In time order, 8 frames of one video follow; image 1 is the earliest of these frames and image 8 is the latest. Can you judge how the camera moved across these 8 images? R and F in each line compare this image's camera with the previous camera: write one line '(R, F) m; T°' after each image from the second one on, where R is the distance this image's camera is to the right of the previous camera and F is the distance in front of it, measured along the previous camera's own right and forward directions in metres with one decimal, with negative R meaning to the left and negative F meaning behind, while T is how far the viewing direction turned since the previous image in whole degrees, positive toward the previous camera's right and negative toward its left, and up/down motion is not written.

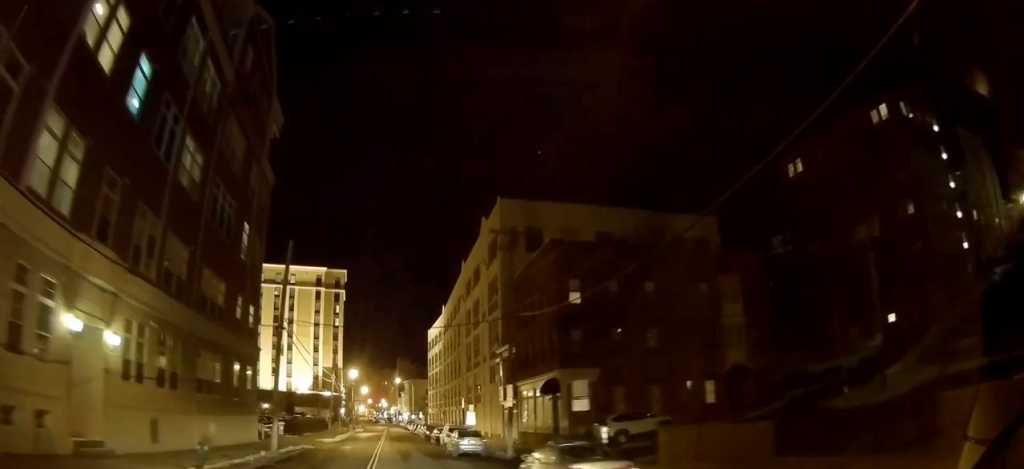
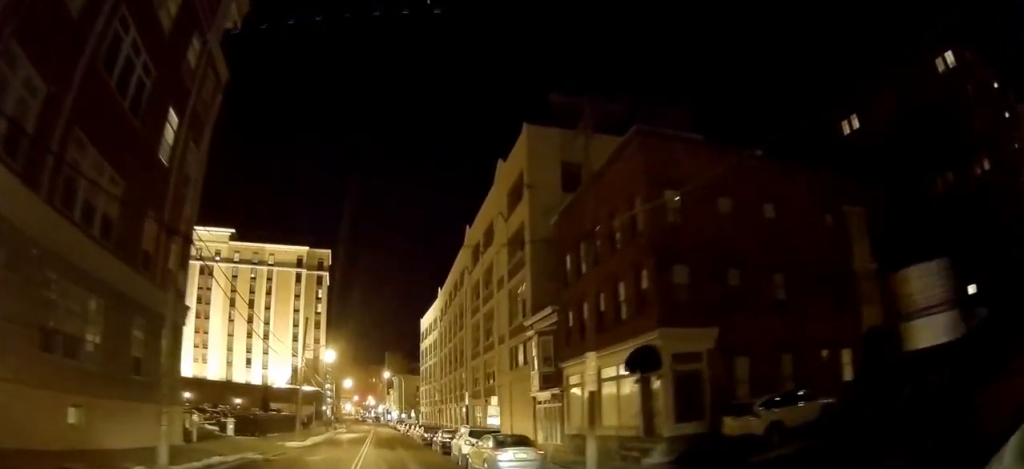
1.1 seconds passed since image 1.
(0.0, +12.4) m; 0°
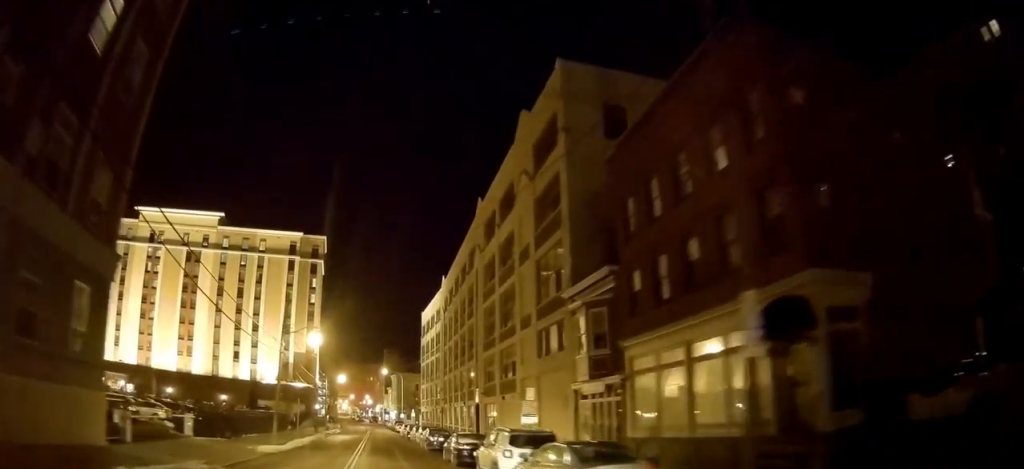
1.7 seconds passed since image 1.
(0.0, +7.4) m; 0°
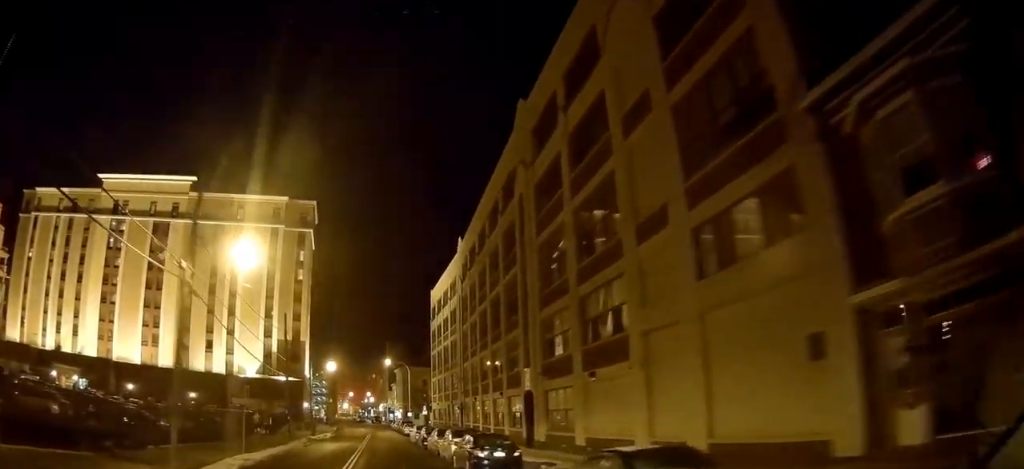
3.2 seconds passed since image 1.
(+0.4, +16.5) m; +3°
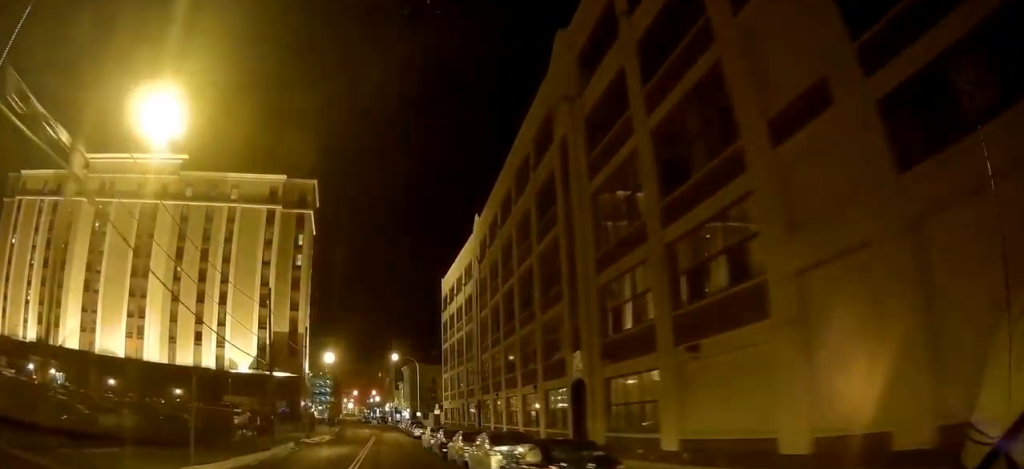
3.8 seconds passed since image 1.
(+0.1, +7.2) m; +1°
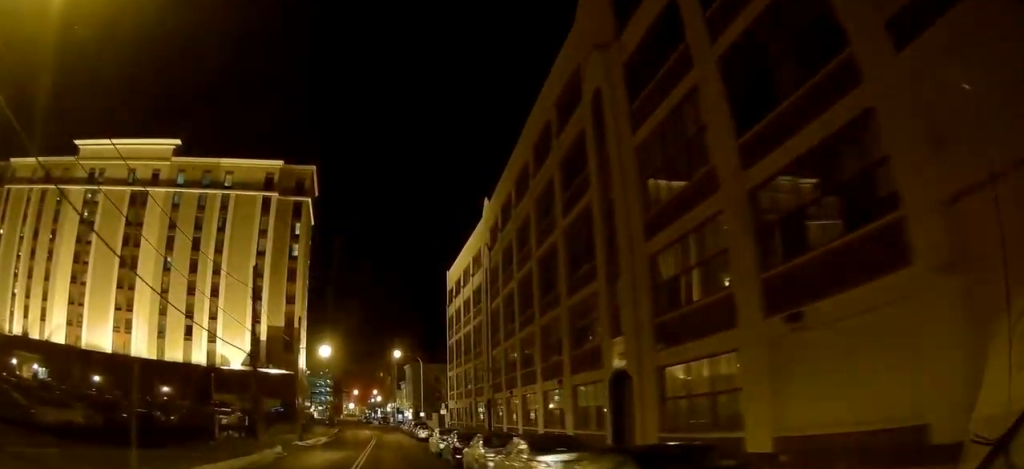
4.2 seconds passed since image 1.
(0.0, +4.2) m; 0°
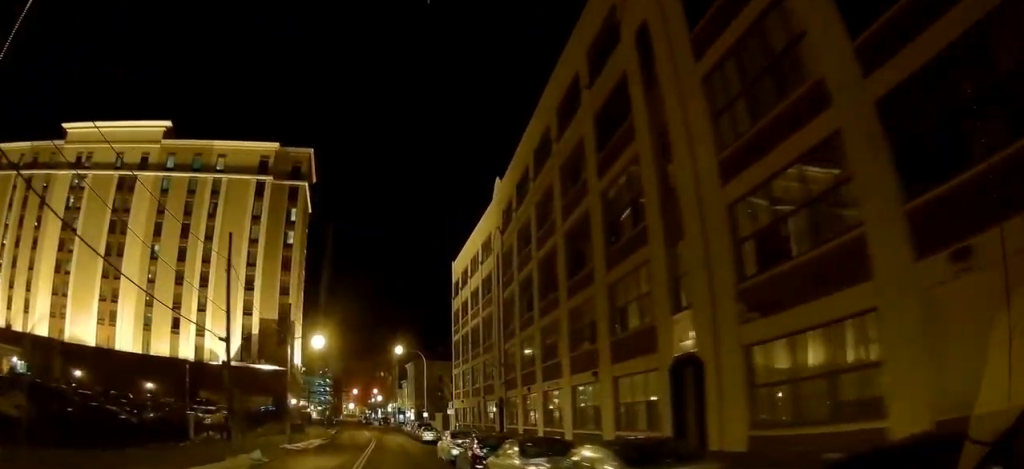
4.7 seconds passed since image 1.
(0.0, +4.6) m; 0°
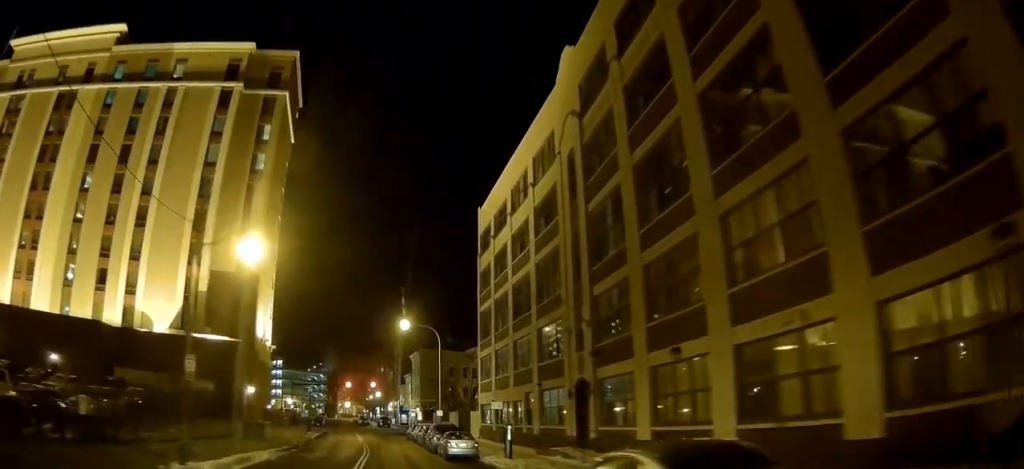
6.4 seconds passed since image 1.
(-0.1, +17.8) m; -2°
